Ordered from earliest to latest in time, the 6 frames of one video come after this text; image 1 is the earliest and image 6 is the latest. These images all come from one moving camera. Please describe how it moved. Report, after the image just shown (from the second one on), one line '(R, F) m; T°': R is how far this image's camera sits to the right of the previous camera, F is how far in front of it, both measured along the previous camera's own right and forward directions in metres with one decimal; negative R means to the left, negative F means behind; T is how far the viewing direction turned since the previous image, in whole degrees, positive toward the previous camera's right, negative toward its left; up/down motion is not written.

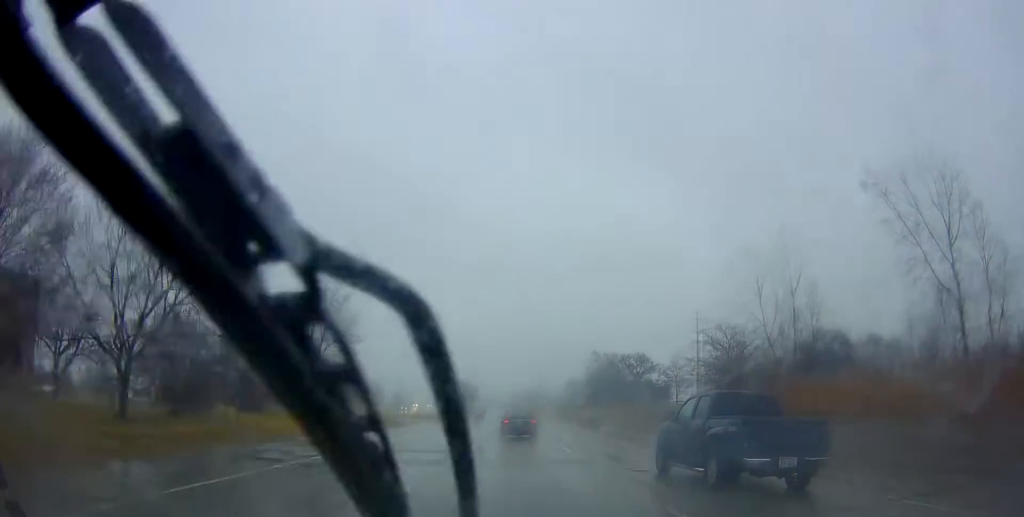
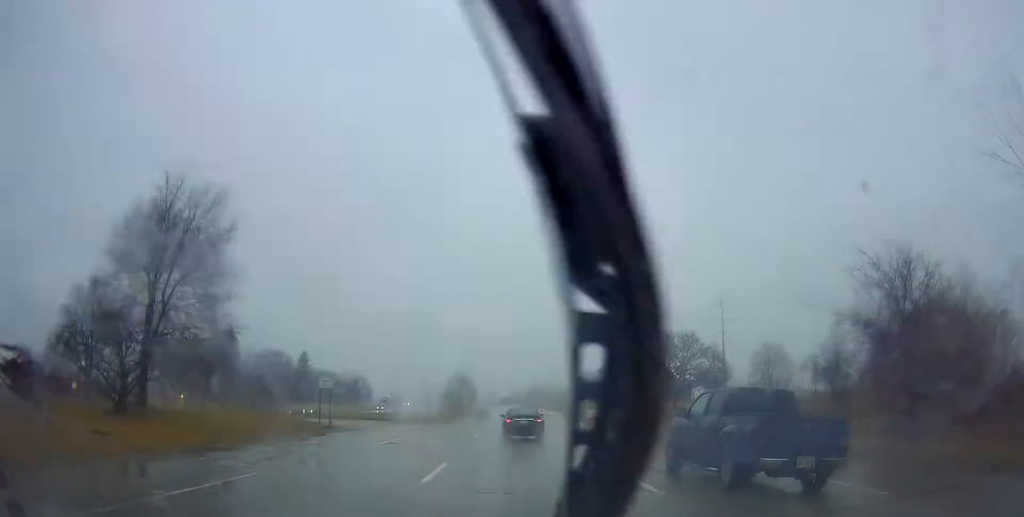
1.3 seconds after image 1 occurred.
(+0.7, +26.1) m; 0°
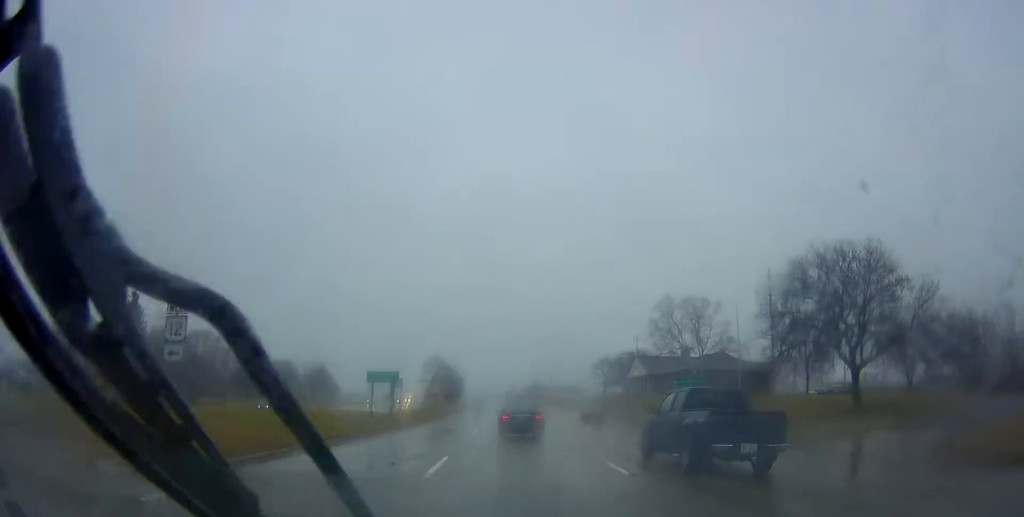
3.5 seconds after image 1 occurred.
(-0.3, +43.3) m; +1°
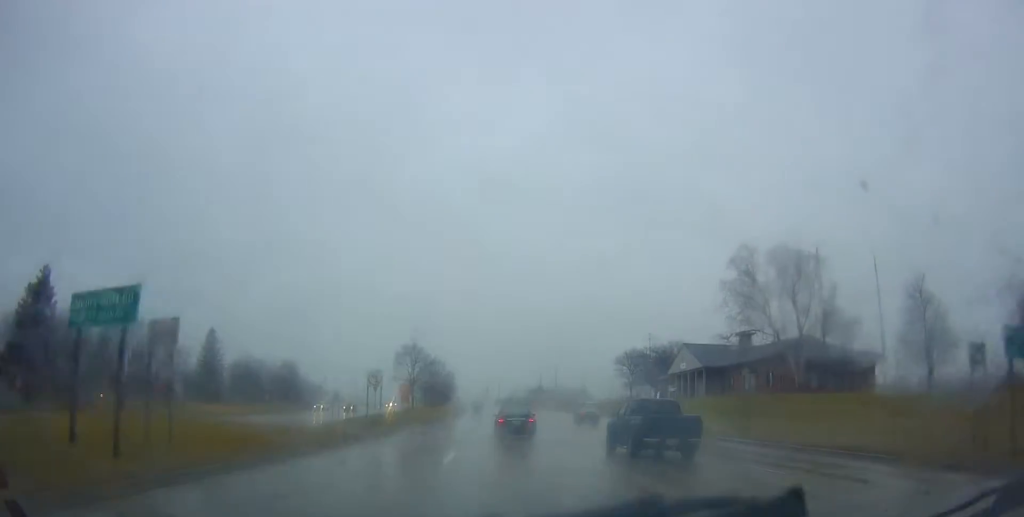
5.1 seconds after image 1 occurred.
(-0.5, +29.2) m; -4°
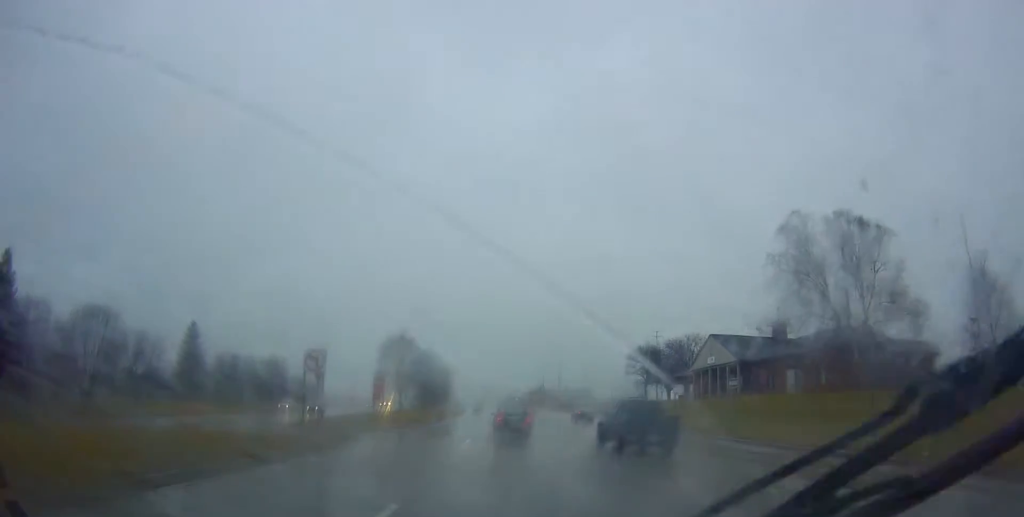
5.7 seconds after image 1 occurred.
(-0.9, +10.9) m; +1°
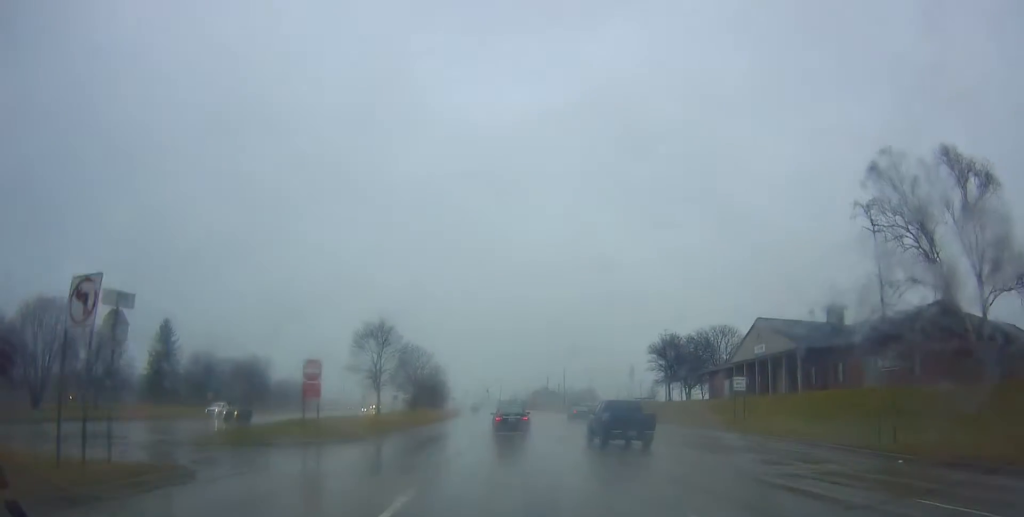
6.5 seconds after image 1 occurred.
(+1.0, +13.7) m; +2°
